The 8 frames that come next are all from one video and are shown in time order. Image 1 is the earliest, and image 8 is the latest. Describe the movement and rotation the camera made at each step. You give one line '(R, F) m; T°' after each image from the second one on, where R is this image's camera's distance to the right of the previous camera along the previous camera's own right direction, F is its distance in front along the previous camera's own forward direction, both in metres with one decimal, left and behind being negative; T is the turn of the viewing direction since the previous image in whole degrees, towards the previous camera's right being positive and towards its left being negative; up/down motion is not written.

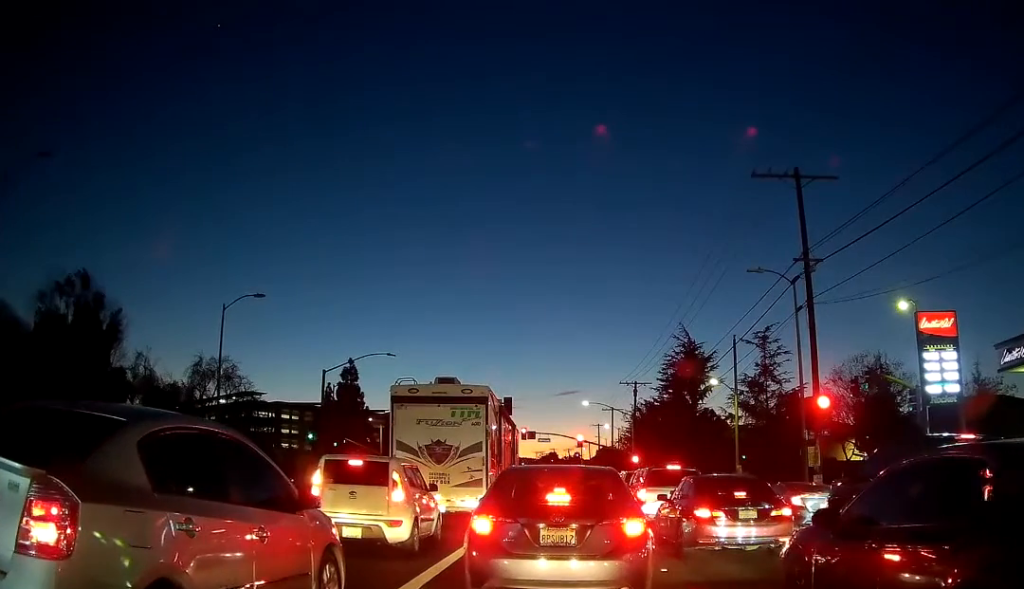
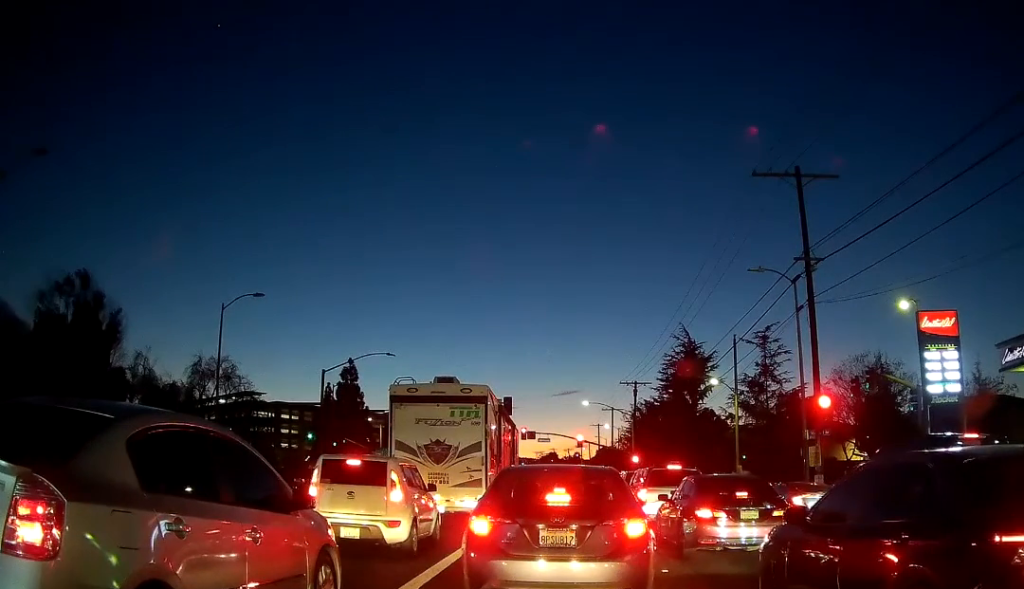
(0.0, 0.0) m; 0°
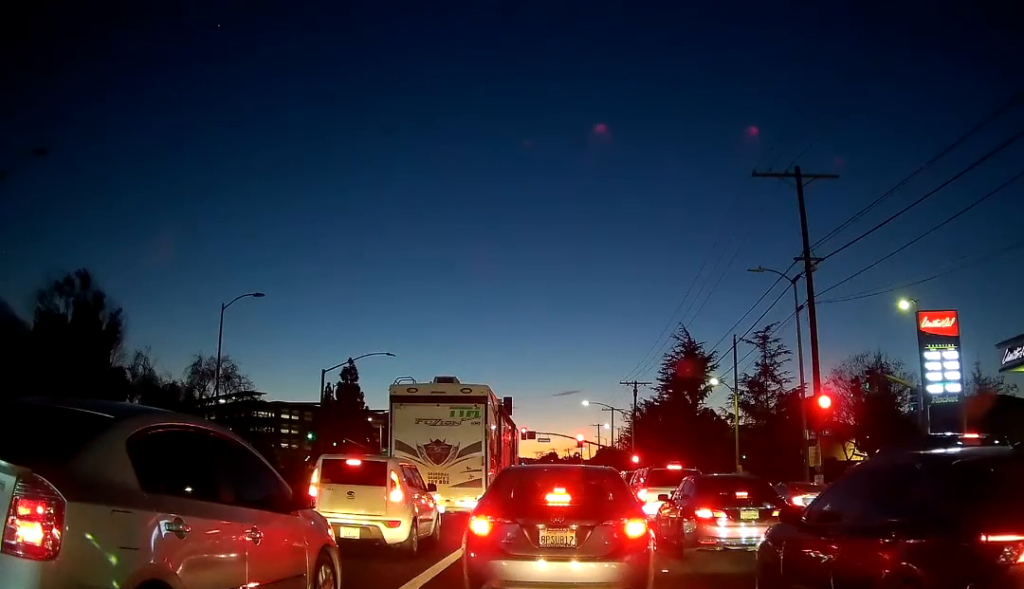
(0.0, 0.0) m; 0°
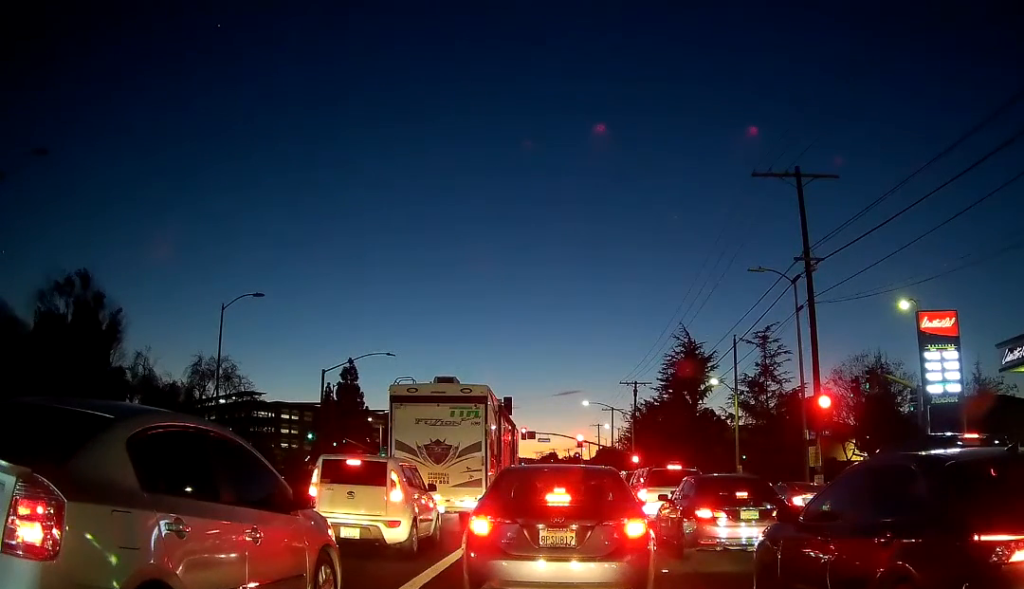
(0.0, +0.2) m; 0°
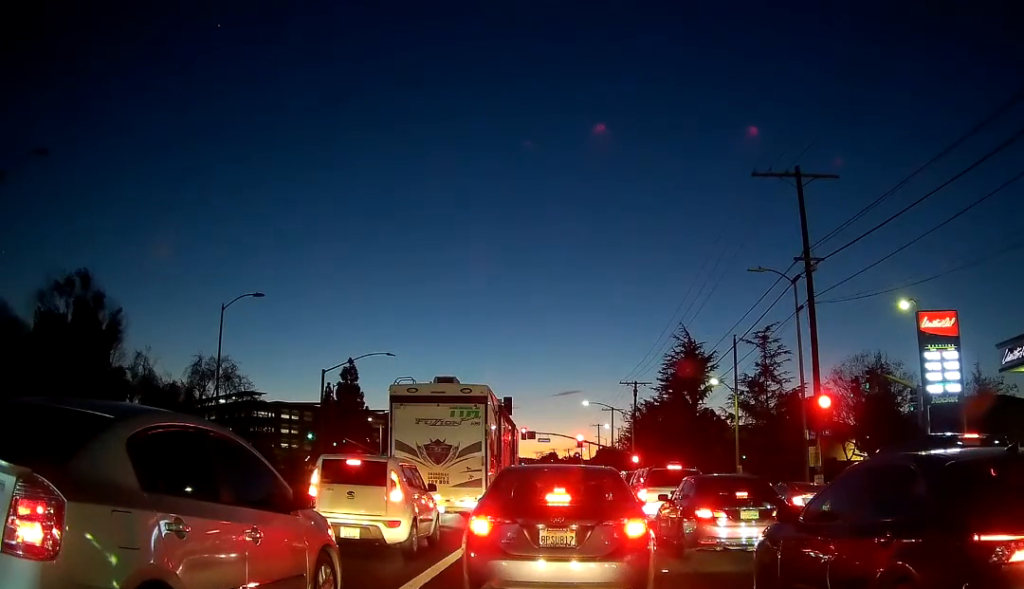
(0.0, 0.0) m; 0°
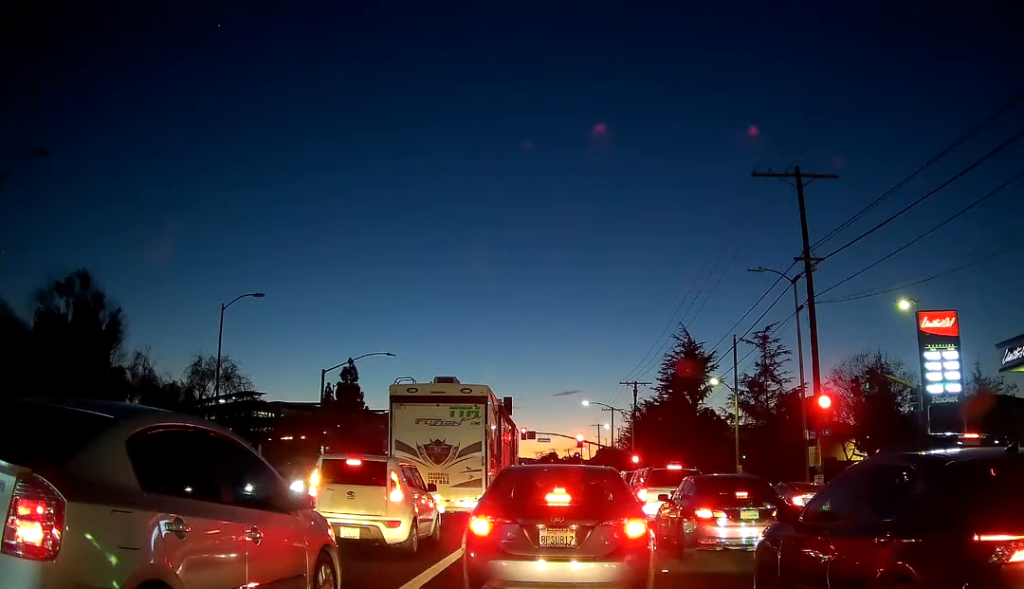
(0.0, +0.5) m; 0°
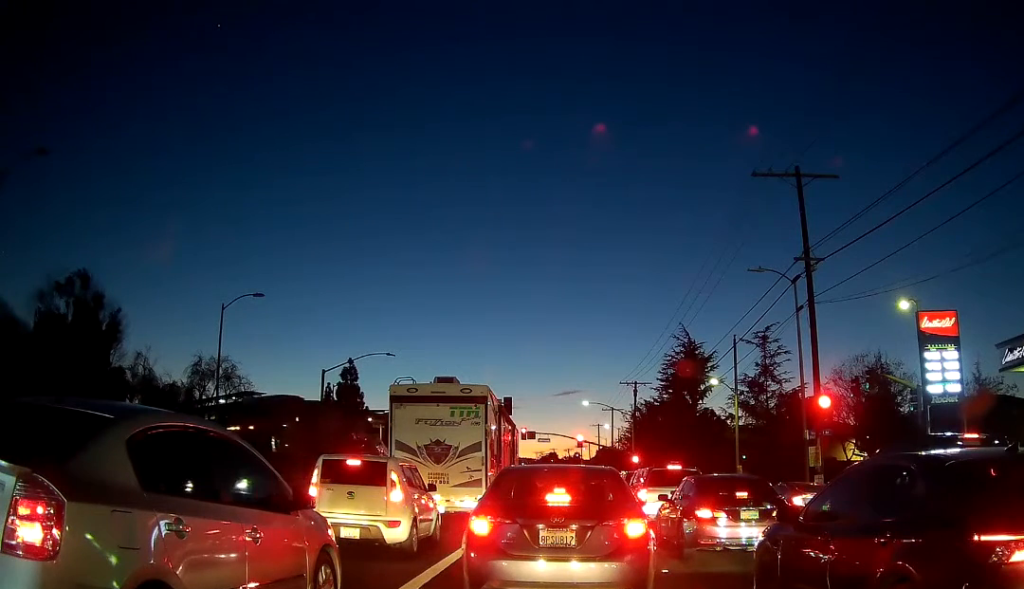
(0.0, 0.0) m; 0°
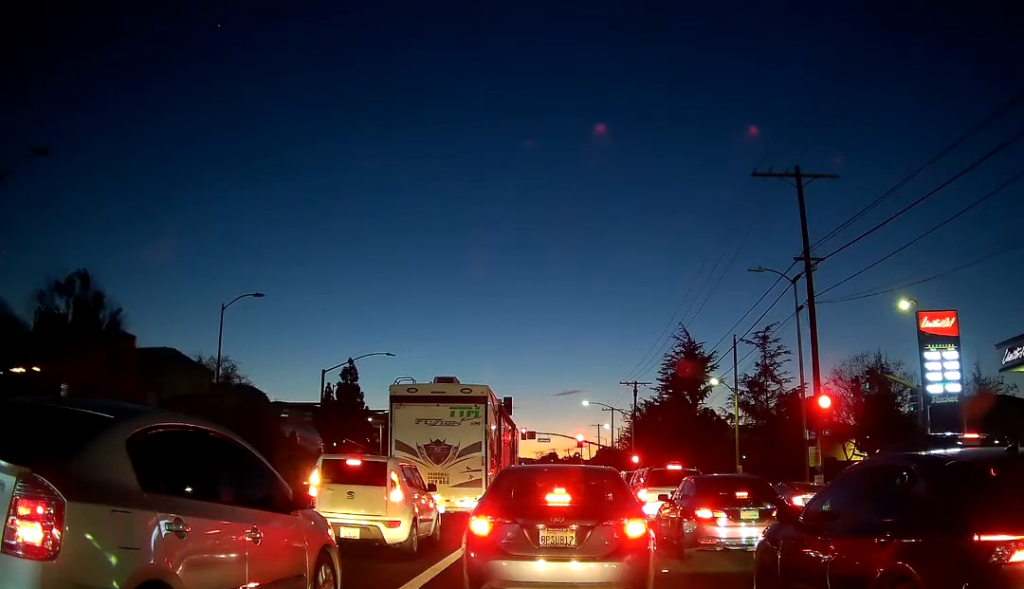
(0.0, 0.0) m; 0°
